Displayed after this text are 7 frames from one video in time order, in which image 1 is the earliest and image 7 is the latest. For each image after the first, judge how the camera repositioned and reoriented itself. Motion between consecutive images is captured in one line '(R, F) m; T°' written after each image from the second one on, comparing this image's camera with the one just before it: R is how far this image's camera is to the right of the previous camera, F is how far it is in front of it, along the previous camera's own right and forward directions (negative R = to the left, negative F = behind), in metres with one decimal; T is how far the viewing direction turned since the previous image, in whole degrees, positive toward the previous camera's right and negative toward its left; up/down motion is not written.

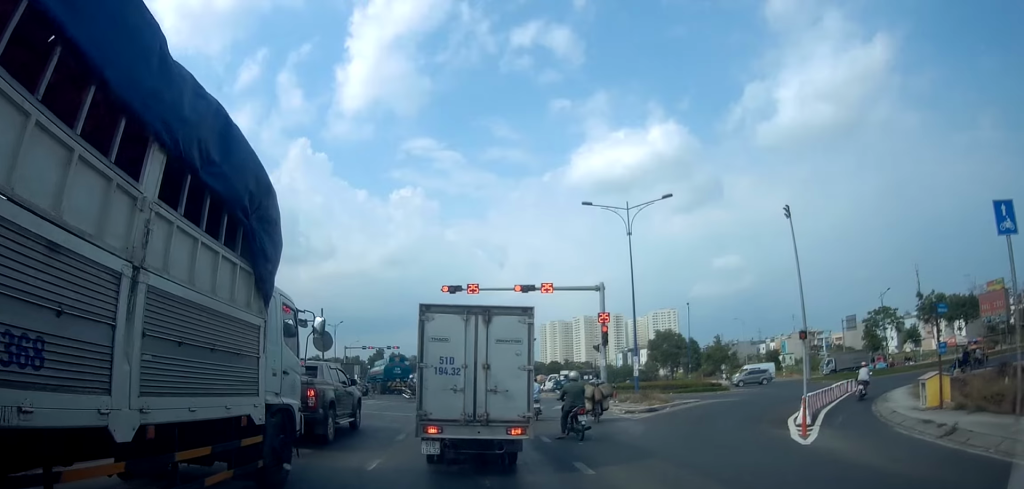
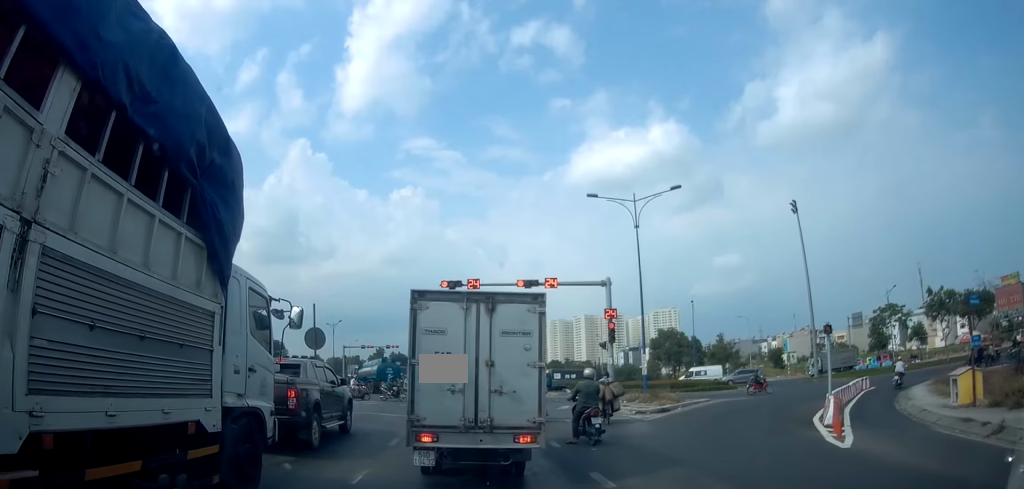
(-0.5, +1.2) m; 0°
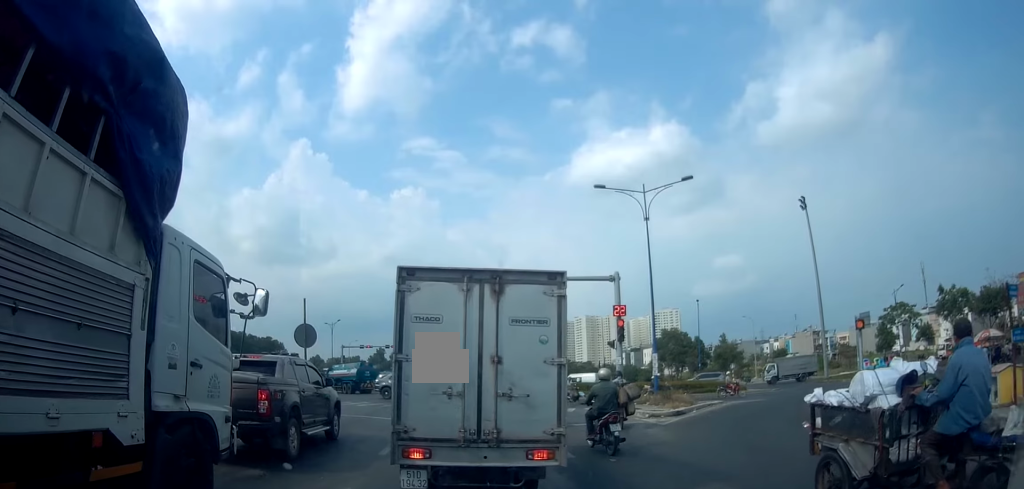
(-0.6, +1.1) m; 0°
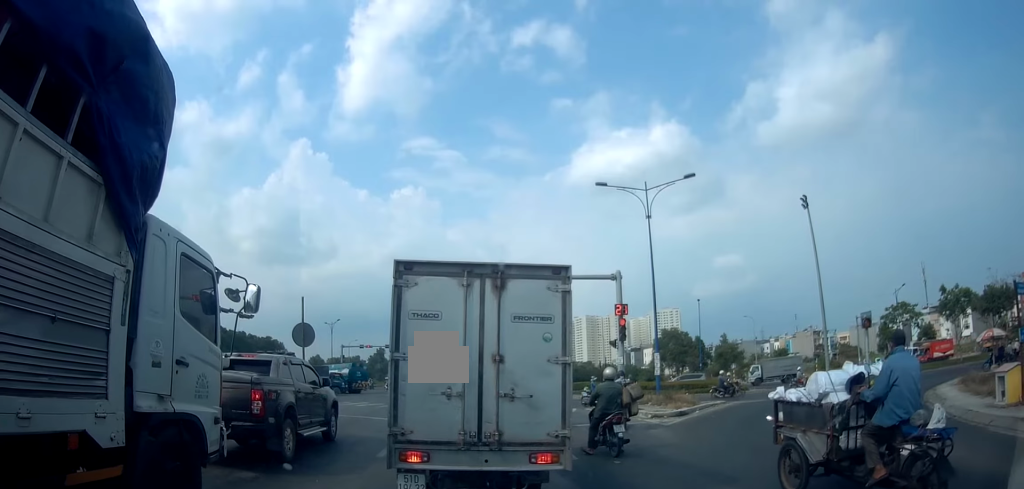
(-0.1, +0.1) m; 0°
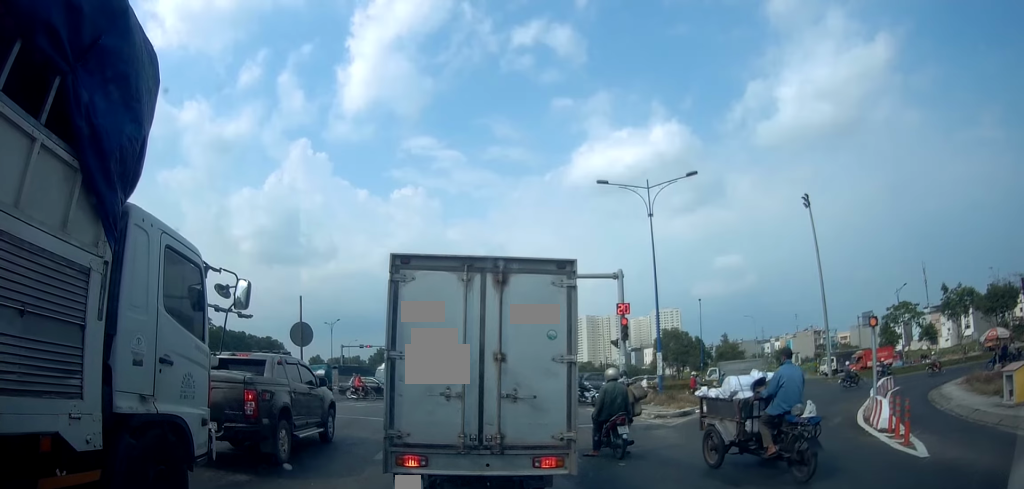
(0.0, +0.1) m; 0°
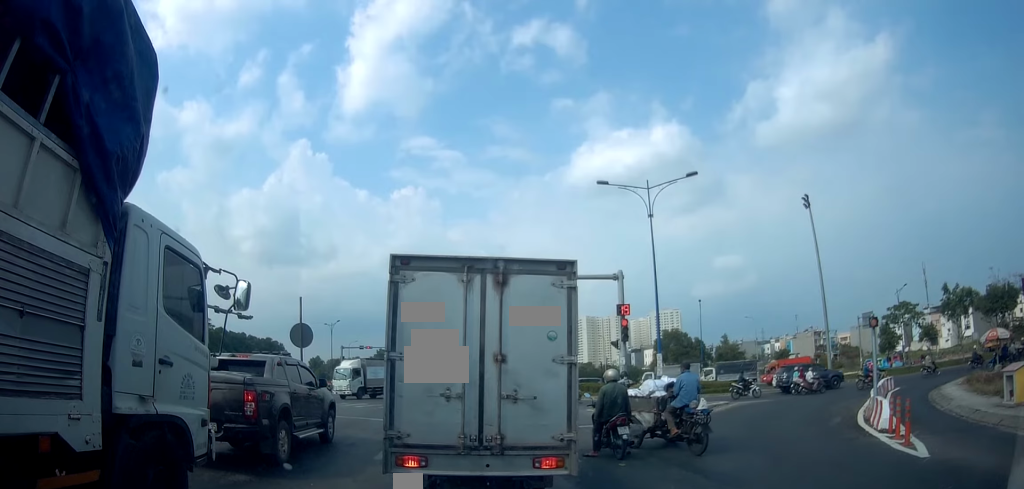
(0.0, 0.0) m; 0°
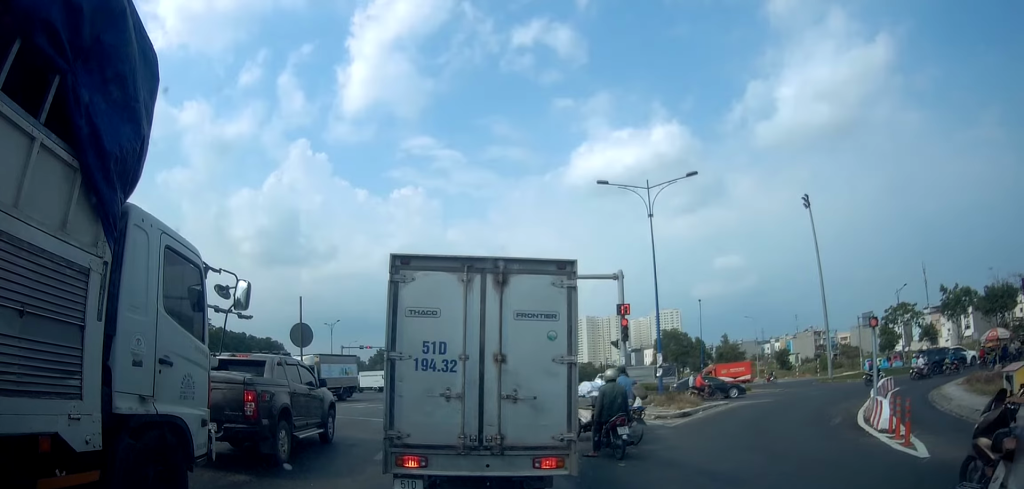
(0.0, 0.0) m; 0°
